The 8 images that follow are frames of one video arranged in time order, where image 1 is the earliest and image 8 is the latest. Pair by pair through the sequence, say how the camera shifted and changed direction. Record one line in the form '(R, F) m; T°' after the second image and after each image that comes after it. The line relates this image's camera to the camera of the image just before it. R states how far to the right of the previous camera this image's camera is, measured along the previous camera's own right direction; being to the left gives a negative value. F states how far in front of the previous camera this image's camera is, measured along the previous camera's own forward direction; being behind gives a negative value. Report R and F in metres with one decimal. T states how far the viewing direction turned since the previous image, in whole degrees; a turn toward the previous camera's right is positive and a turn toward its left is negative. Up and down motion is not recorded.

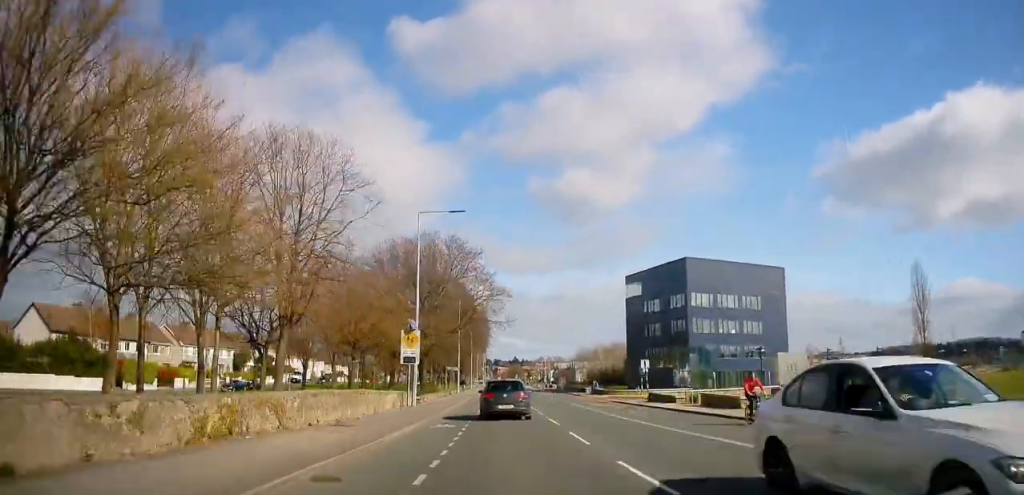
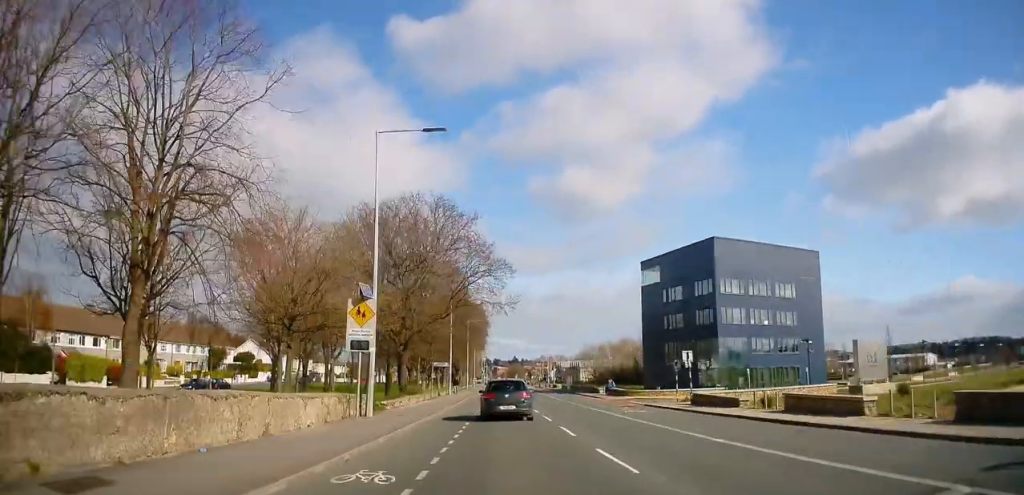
(+0.2, +10.3) m; 0°
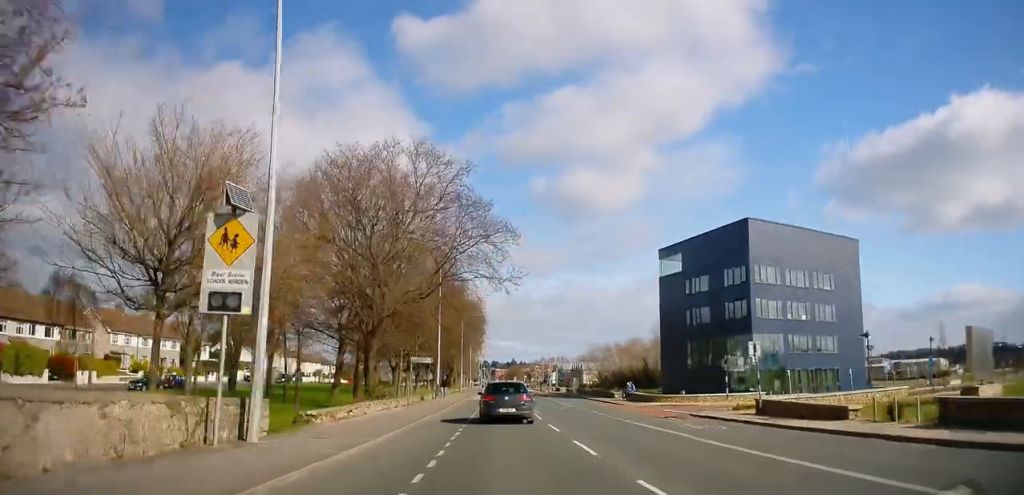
(+0.1, +9.3) m; -2°
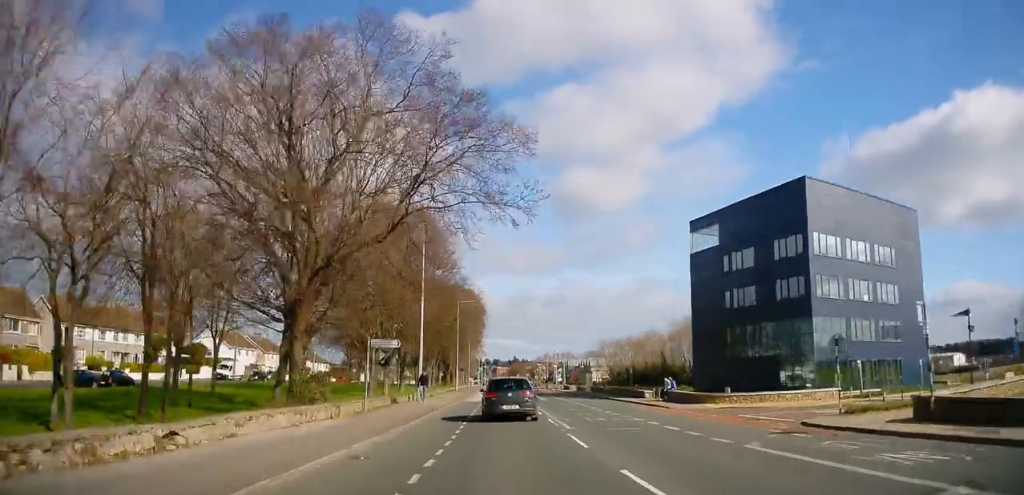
(-0.6, +11.2) m; -1°
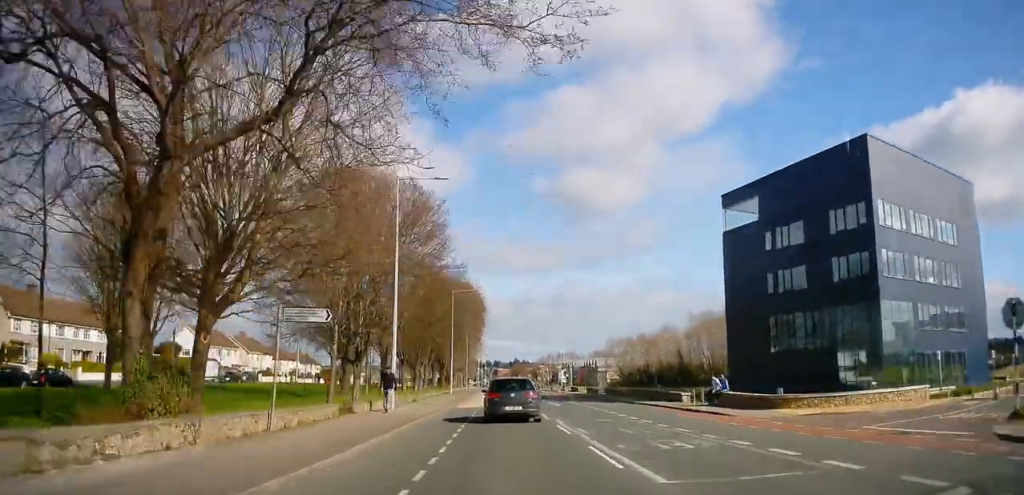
(+0.3, +8.9) m; +1°
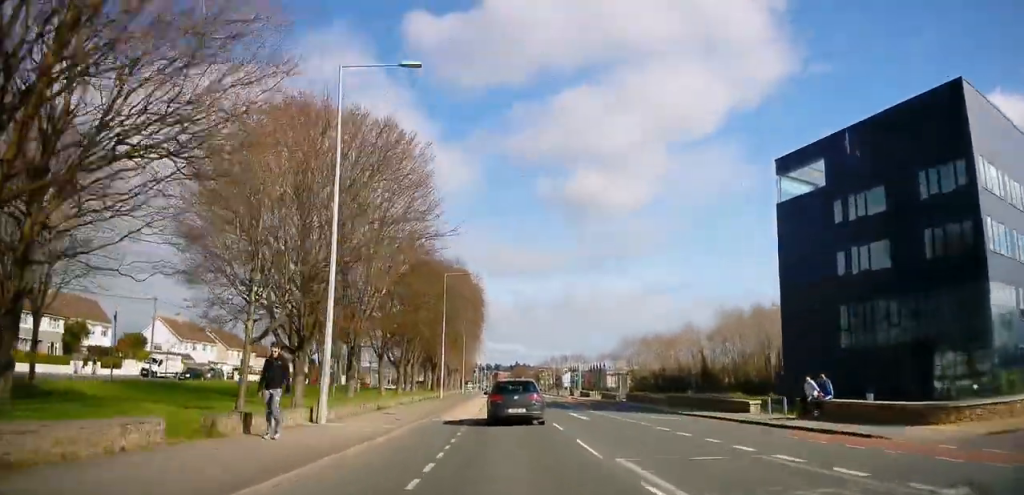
(+0.1, +10.2) m; +1°
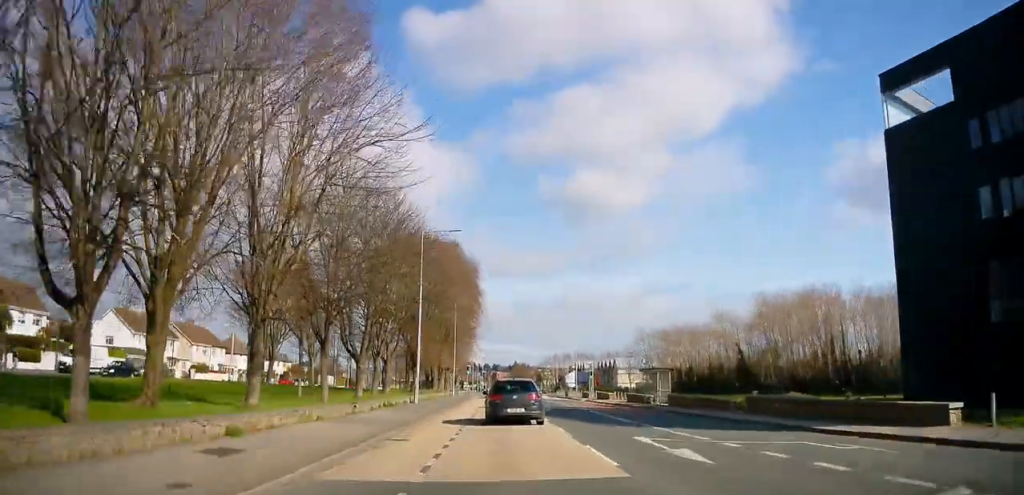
(0.0, +13.3) m; 0°
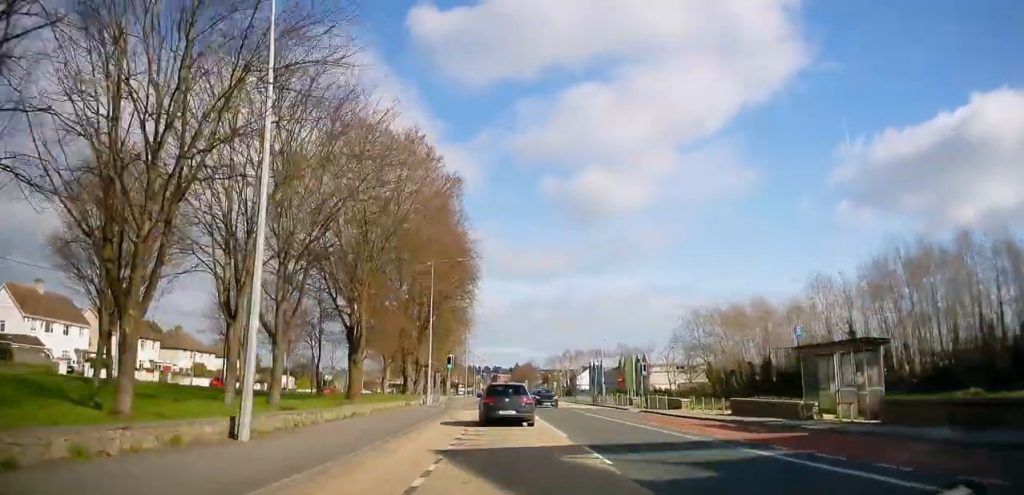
(+2.3, +23.3) m; +3°
